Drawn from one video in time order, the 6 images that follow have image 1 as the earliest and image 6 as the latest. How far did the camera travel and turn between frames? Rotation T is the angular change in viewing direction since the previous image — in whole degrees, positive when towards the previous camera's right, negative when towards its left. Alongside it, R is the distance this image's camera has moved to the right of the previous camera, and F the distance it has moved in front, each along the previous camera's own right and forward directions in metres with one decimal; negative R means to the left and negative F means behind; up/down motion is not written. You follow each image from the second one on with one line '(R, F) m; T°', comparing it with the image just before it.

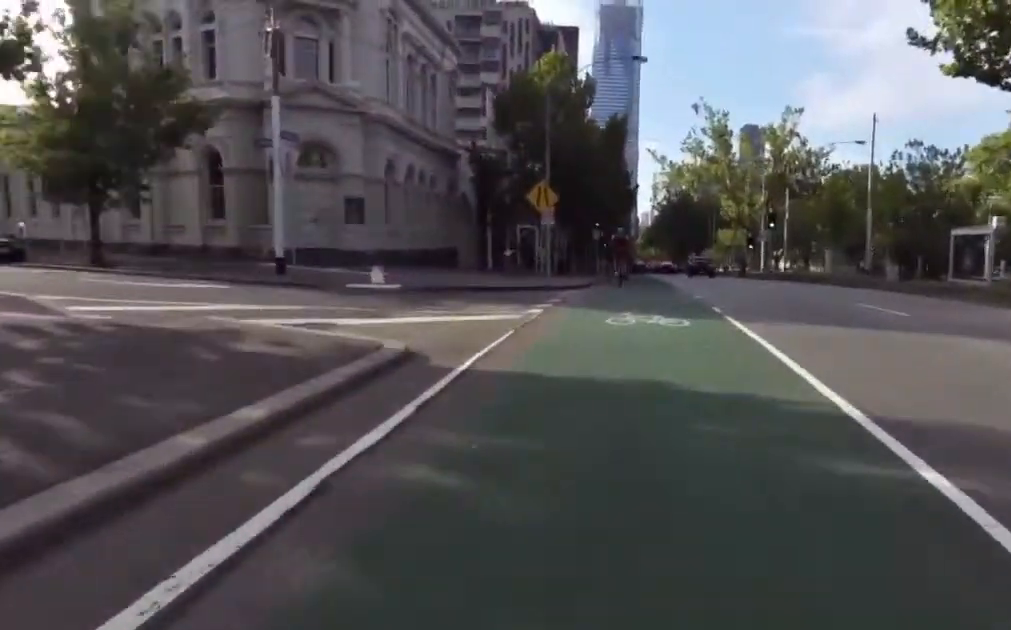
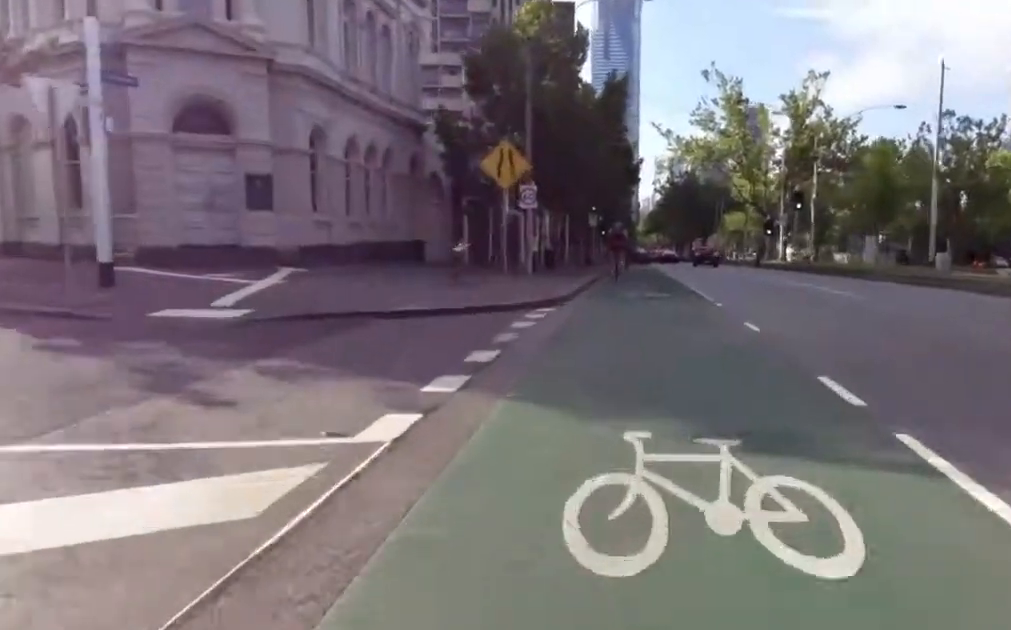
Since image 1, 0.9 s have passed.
(-1.5, +7.2) m; 0°
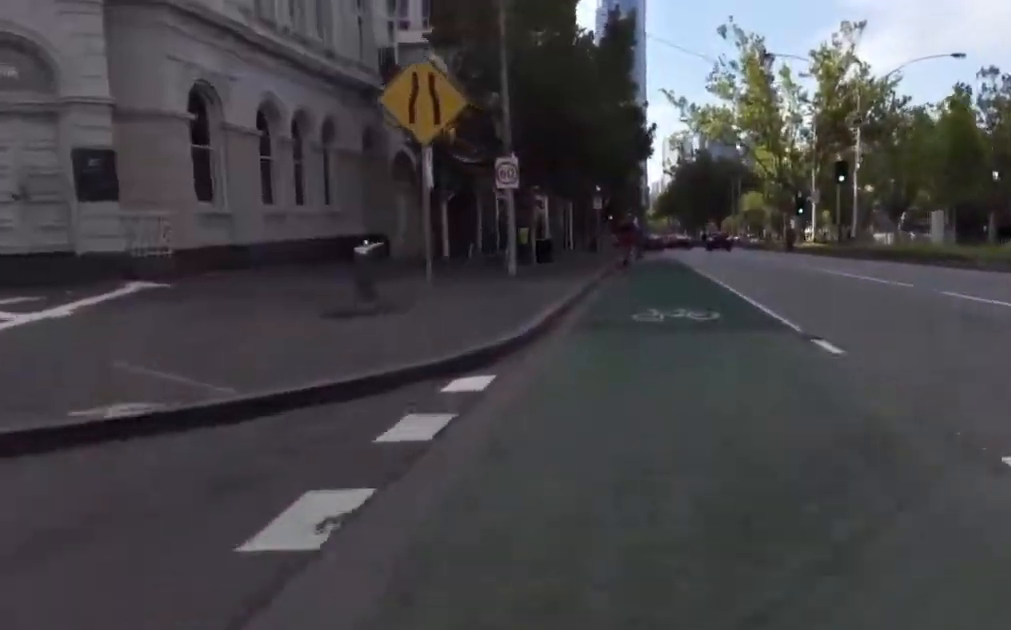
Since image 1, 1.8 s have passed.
(+1.4, +6.8) m; +8°
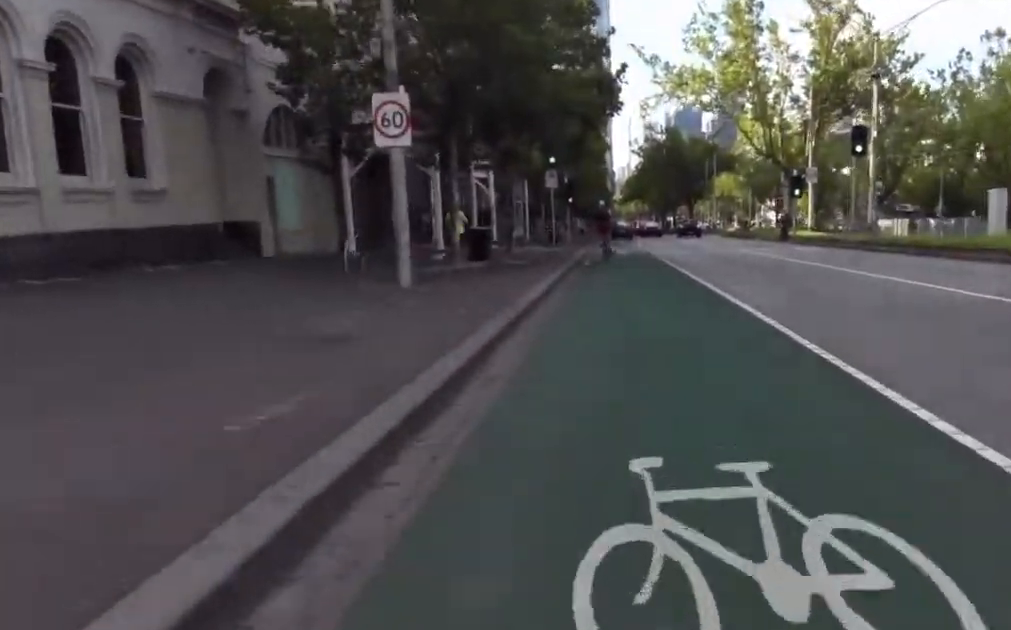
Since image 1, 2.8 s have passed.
(-0.1, +7.5) m; -1°
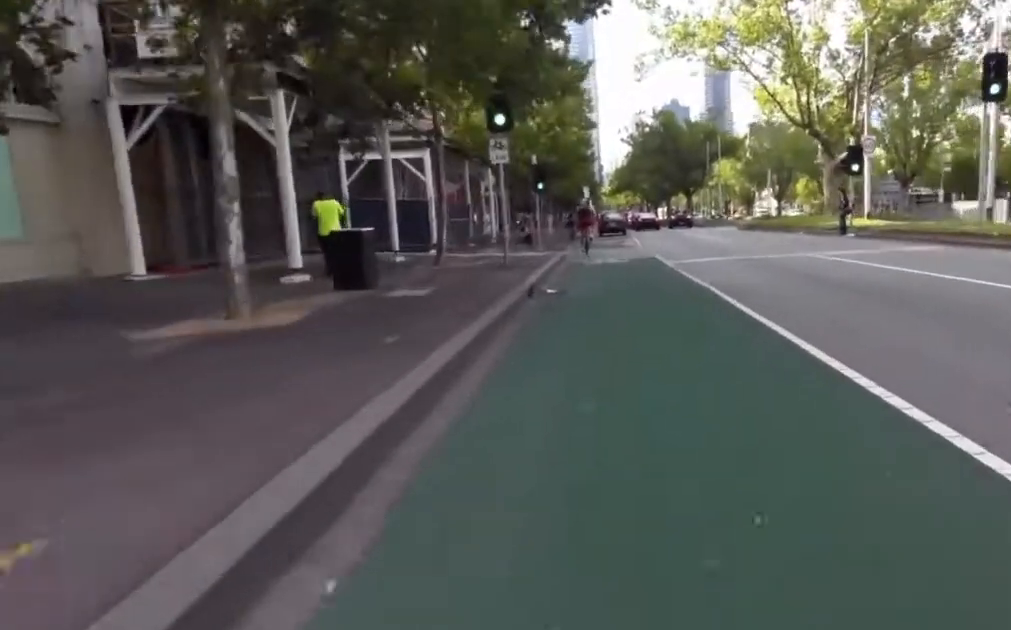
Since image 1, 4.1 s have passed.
(+0.5, +10.4) m; +10°
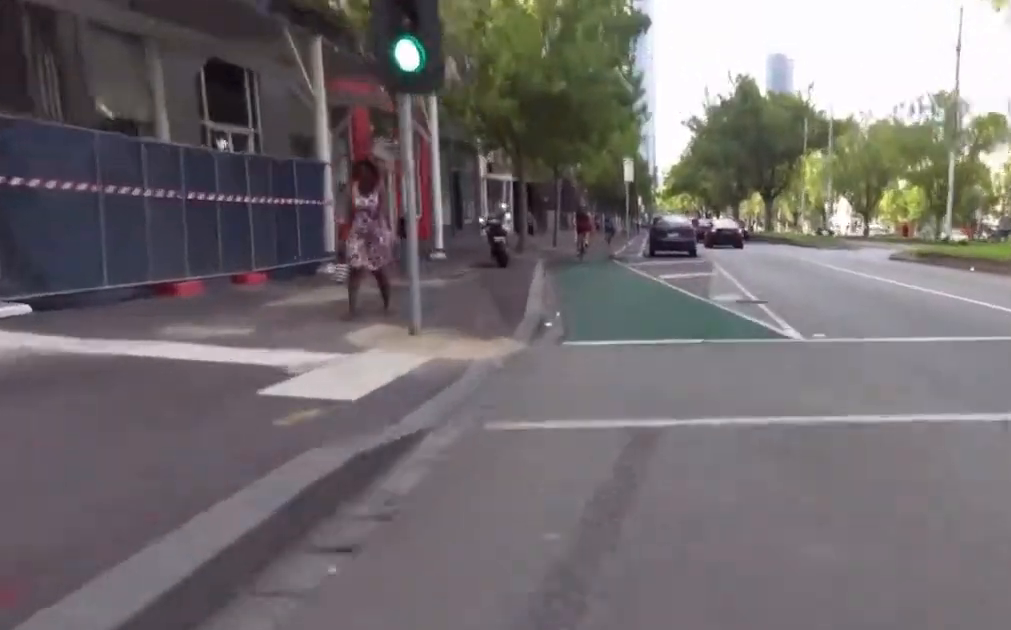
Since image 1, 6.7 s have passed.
(-2.1, +20.4) m; -15°
